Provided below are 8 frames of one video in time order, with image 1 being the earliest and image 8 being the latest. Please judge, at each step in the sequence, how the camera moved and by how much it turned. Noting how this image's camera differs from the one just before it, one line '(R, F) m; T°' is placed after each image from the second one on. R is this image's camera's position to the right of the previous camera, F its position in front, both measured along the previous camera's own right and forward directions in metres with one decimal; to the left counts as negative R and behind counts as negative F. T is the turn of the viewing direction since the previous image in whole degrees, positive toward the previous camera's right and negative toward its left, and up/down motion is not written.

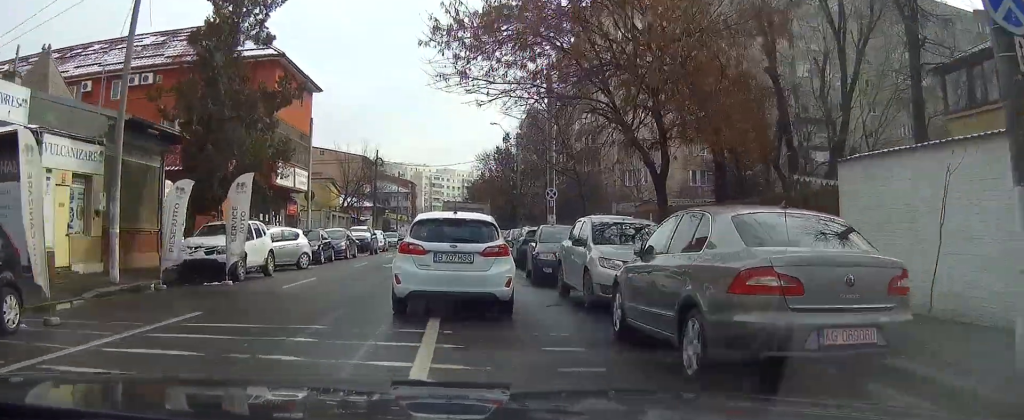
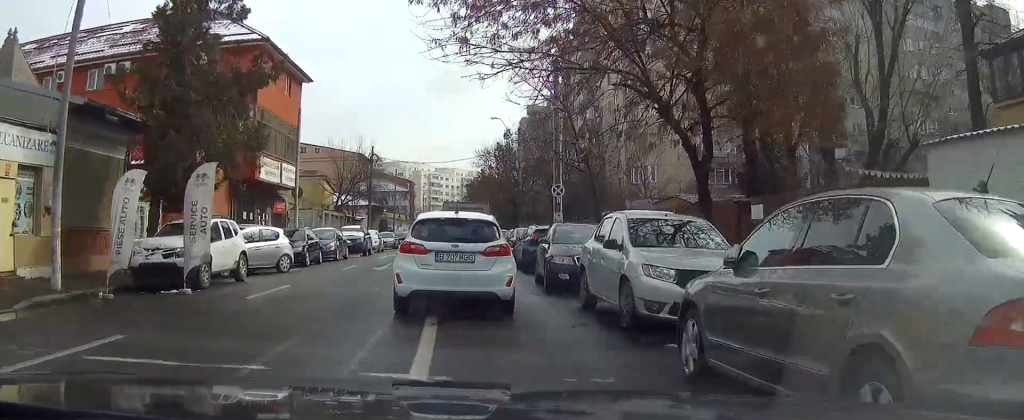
(0.0, +2.7) m; +2°
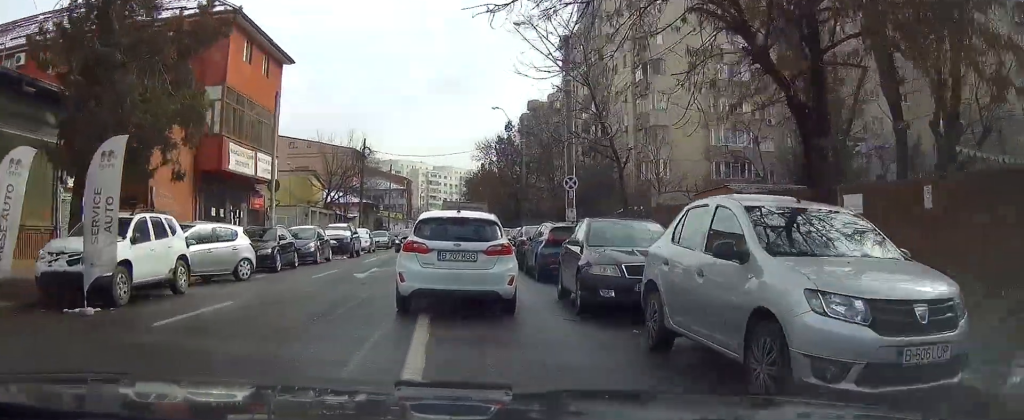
(0.0, +4.1) m; +2°
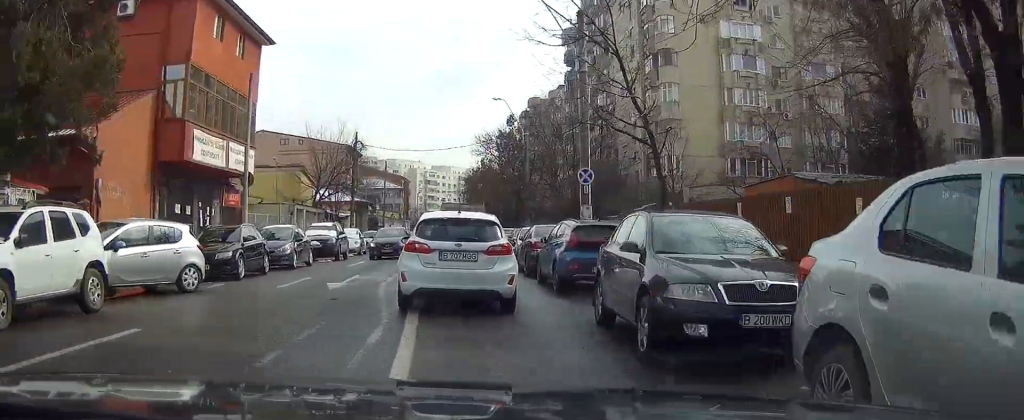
(+0.2, +3.8) m; 0°
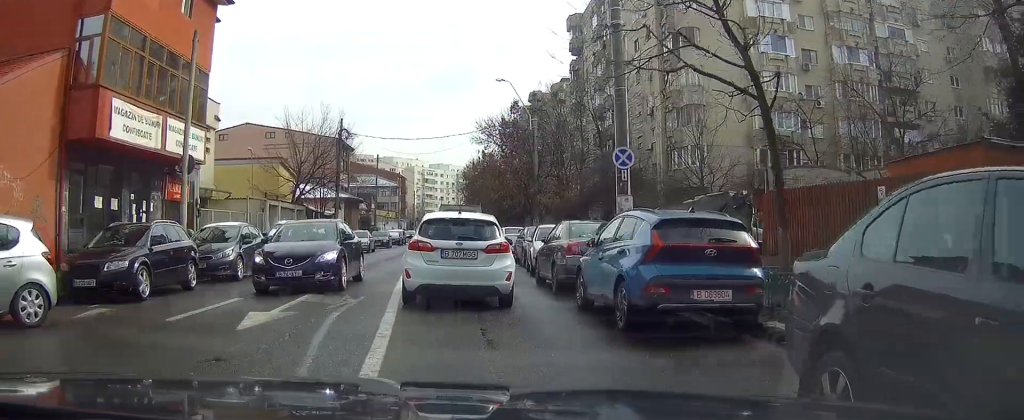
(-0.1, +6.0) m; -2°
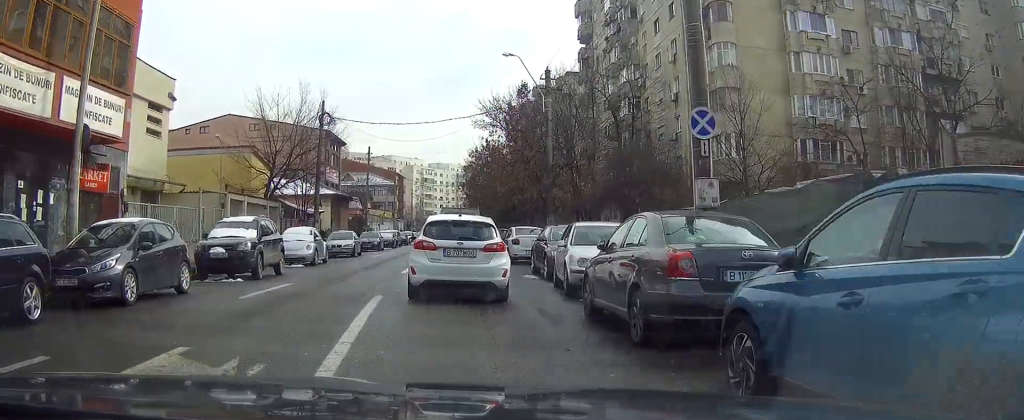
(-0.1, +6.4) m; 0°
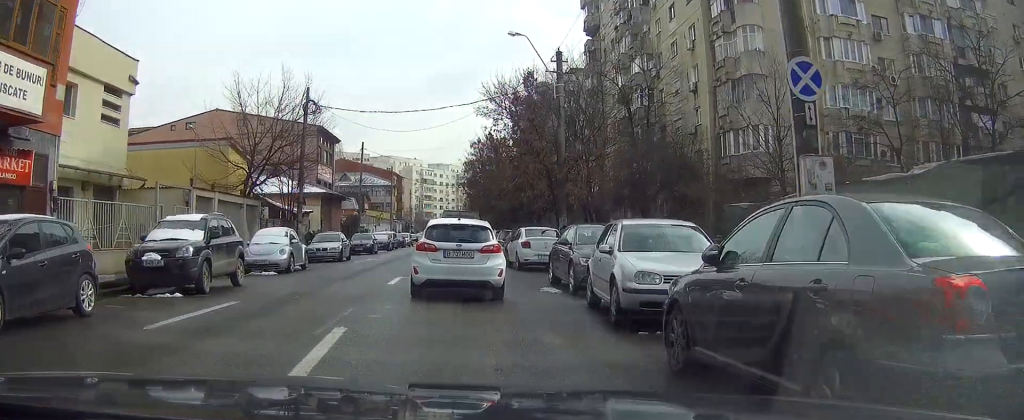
(+0.1, +4.4) m; 0°
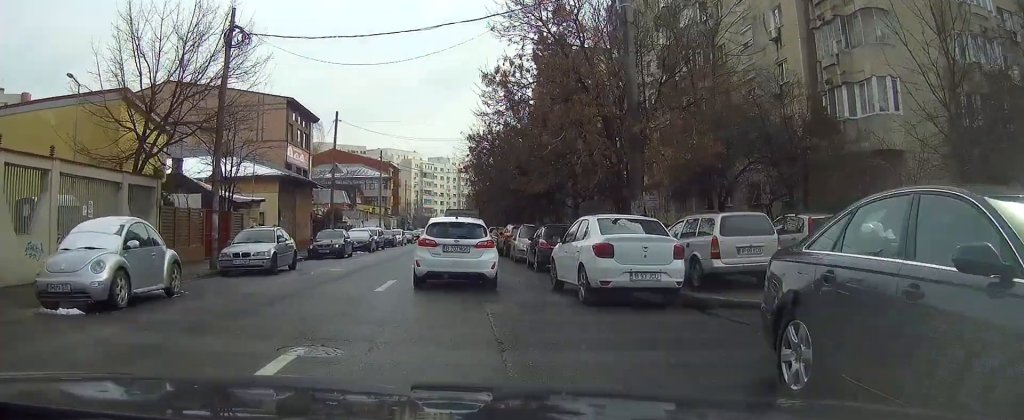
(-0.2, +12.5) m; -1°
